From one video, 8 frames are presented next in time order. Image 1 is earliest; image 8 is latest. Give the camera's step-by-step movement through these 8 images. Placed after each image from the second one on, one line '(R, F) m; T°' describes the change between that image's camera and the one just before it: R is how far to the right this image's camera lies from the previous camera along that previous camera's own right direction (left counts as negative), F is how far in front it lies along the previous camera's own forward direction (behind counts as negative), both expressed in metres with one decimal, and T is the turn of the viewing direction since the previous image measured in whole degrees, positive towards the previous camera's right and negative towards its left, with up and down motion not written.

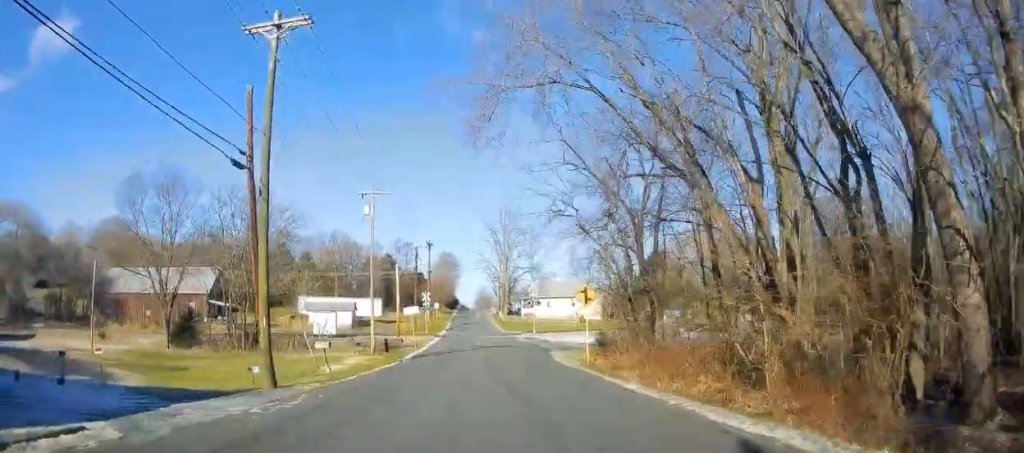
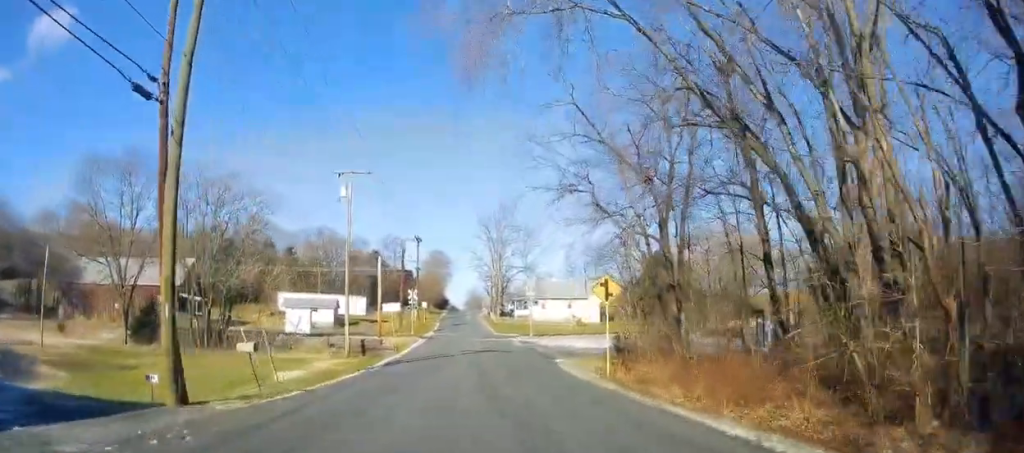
(+0.2, +5.6) m; +3°
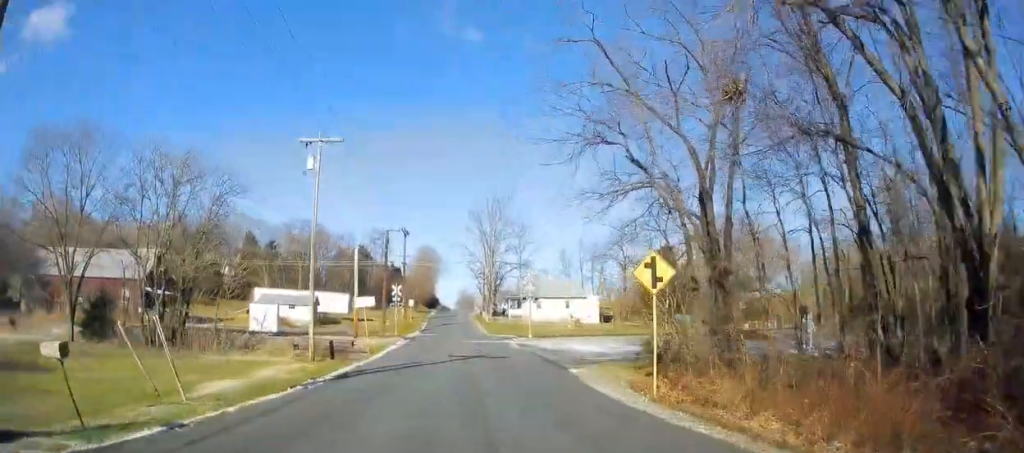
(+0.2, +6.2) m; +3°
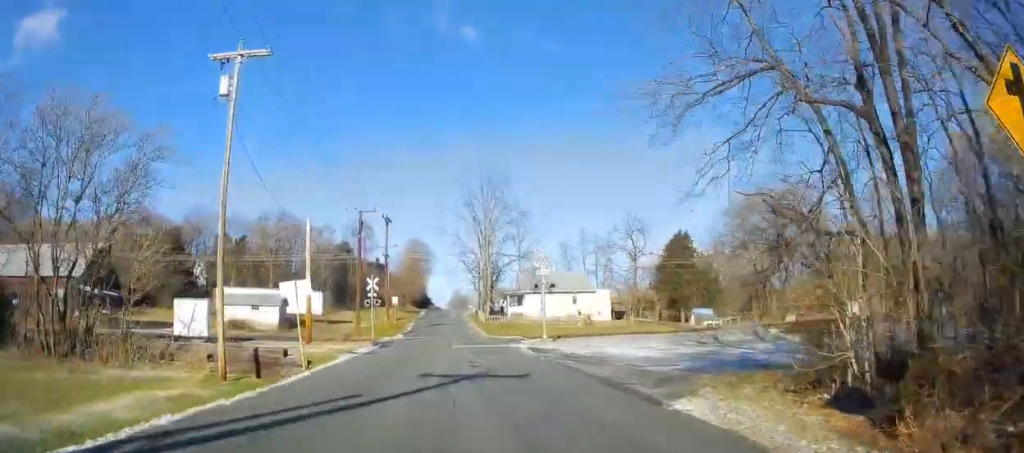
(0.0, +10.5) m; -2°
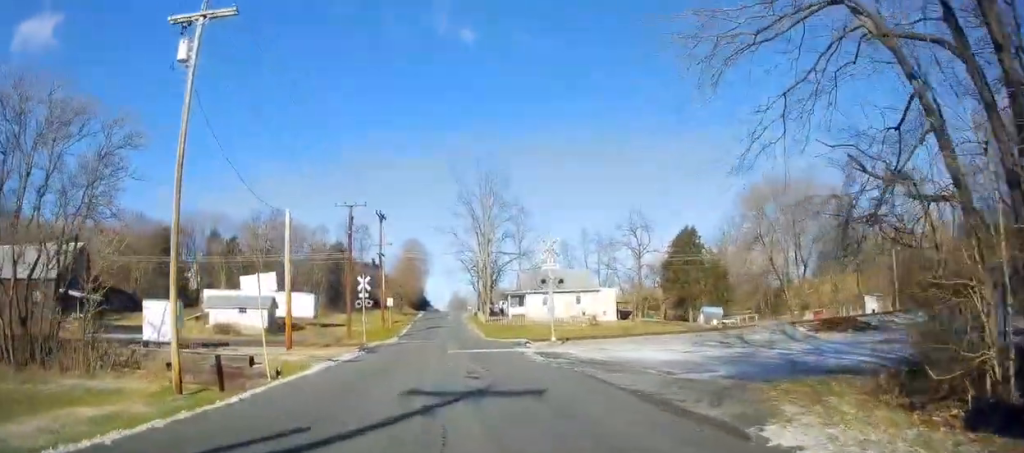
(0.0, +3.2) m; 0°
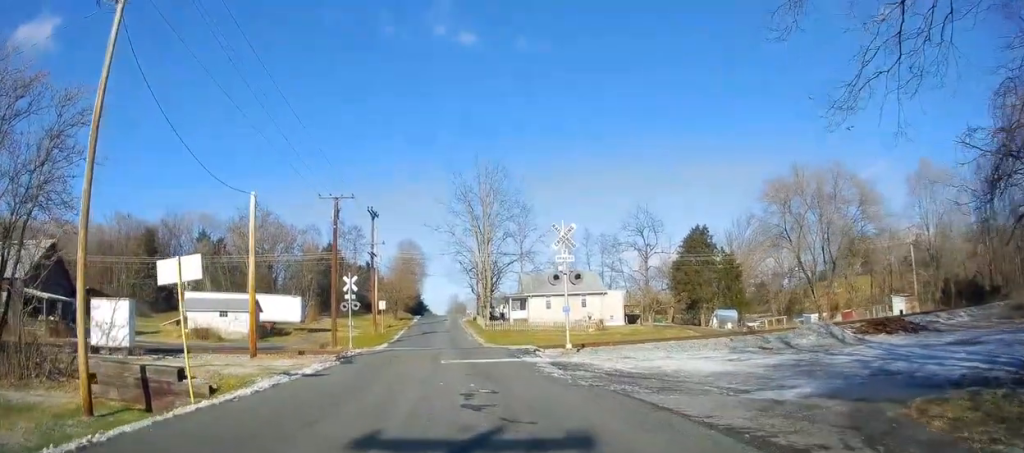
(0.0, +4.6) m; +2°
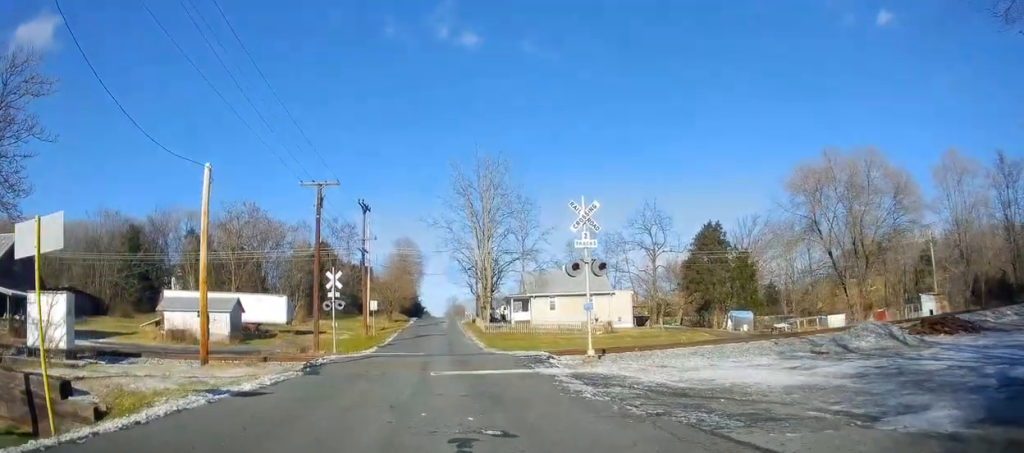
(+0.1, +4.8) m; +6°
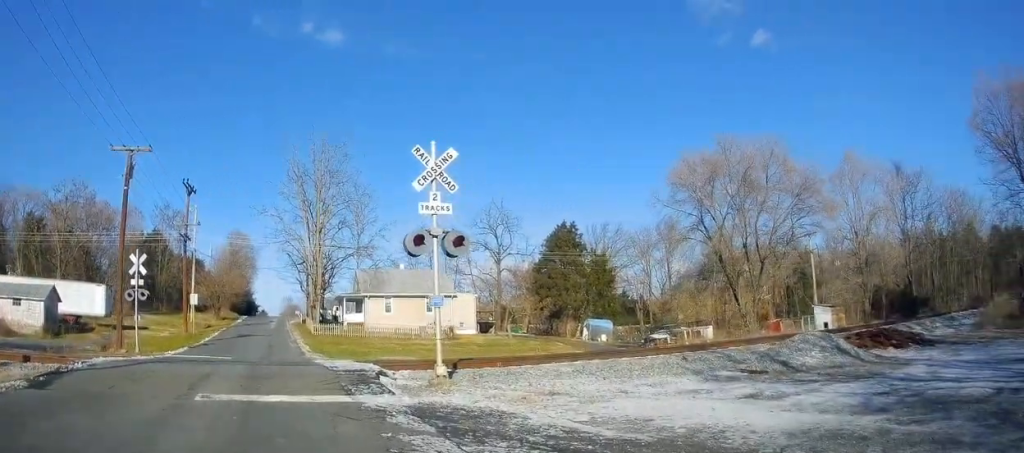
(+1.5, +6.0) m; +31°
